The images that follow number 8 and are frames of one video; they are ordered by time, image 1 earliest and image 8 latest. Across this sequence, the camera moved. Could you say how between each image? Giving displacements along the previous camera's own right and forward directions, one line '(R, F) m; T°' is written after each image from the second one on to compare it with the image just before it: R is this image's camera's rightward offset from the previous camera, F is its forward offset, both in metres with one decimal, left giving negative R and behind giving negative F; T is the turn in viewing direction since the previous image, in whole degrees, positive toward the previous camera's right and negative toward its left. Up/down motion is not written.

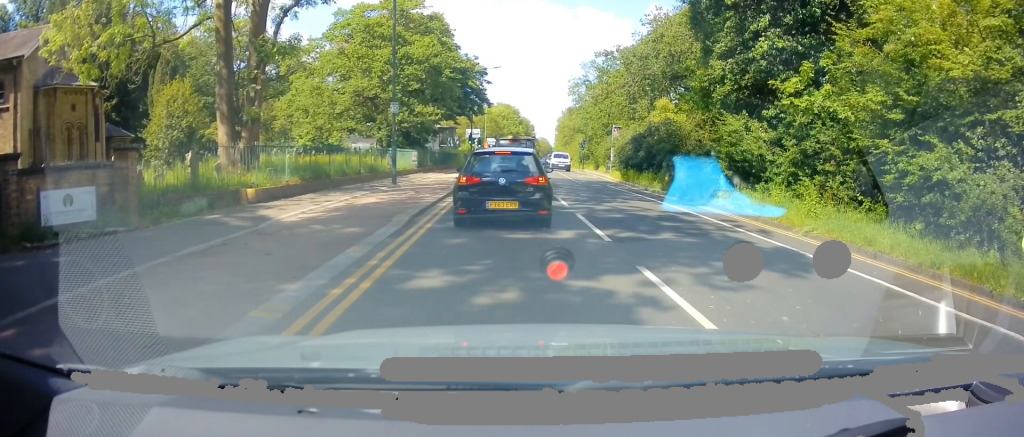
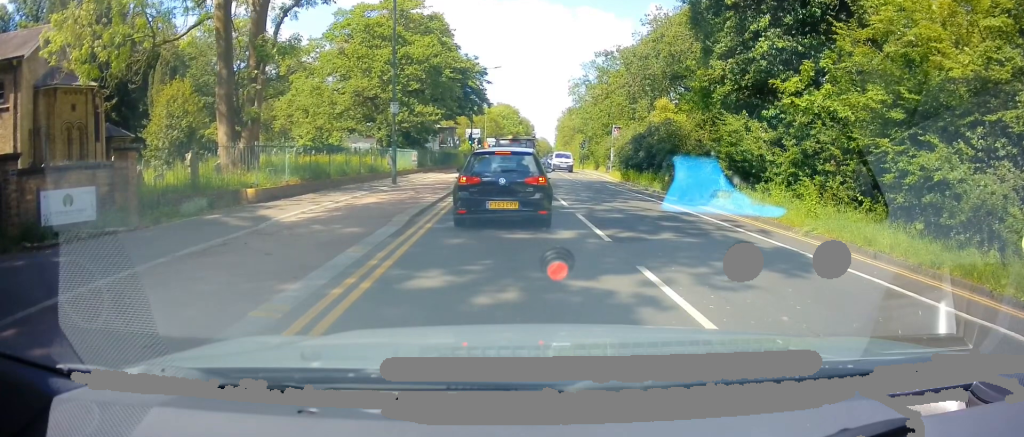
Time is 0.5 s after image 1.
(0.0, 0.0) m; 0°
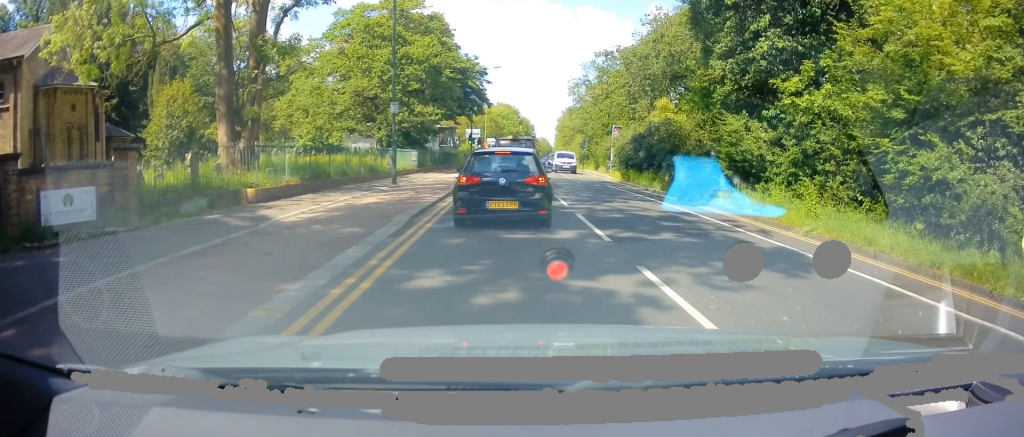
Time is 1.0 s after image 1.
(0.0, 0.0) m; 0°
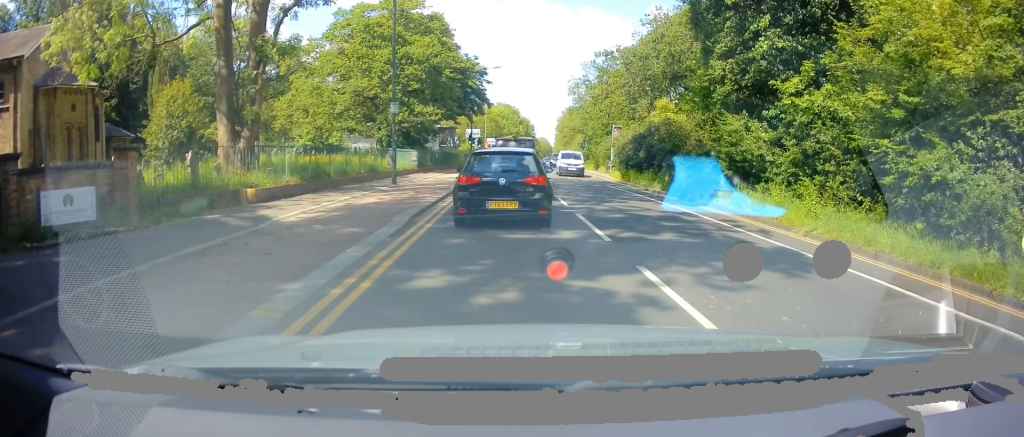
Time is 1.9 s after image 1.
(0.0, 0.0) m; 0°
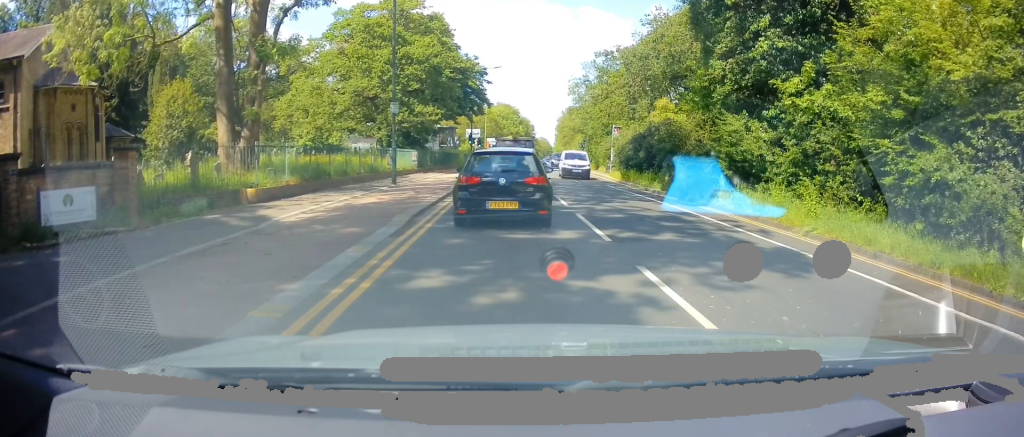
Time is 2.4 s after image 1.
(0.0, 0.0) m; 0°
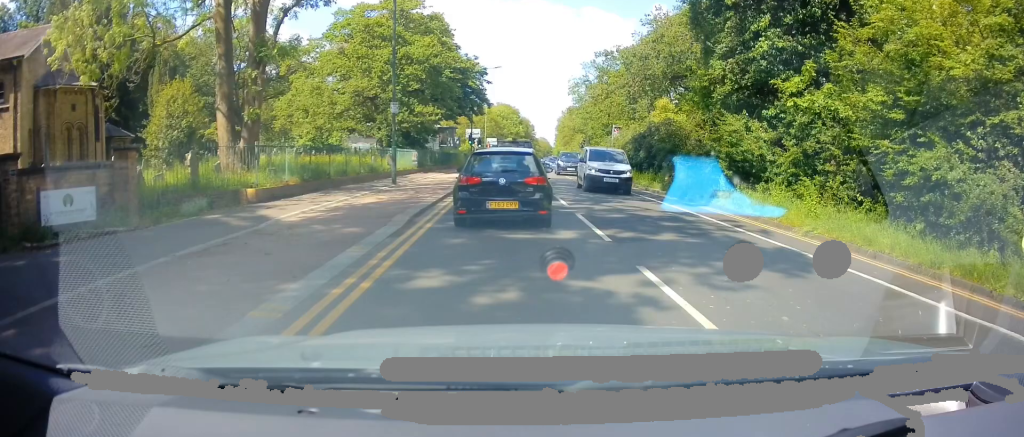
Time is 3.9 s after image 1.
(0.0, 0.0) m; 0°
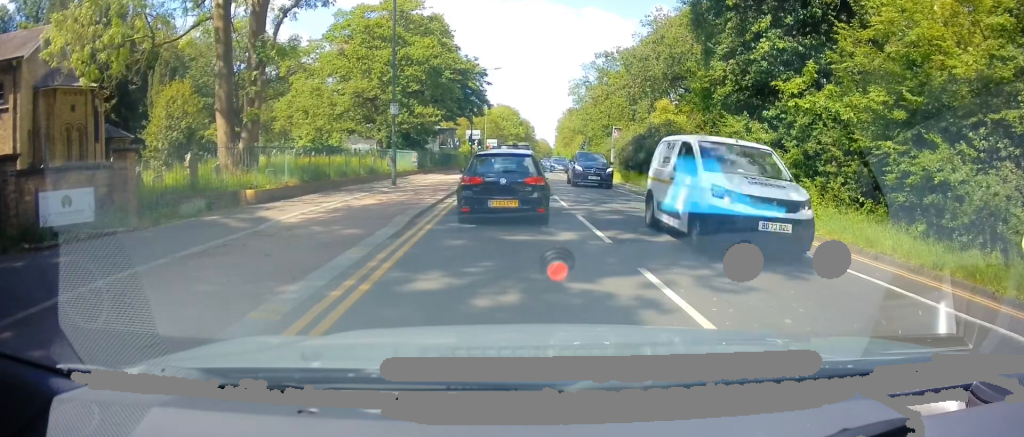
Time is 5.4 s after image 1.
(0.0, +0.2) m; 0°
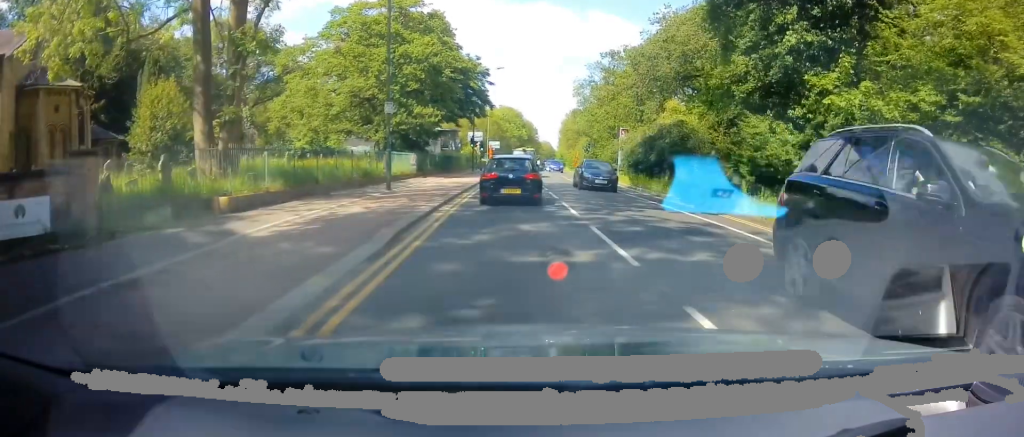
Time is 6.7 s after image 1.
(-0.1, +0.6) m; -1°
